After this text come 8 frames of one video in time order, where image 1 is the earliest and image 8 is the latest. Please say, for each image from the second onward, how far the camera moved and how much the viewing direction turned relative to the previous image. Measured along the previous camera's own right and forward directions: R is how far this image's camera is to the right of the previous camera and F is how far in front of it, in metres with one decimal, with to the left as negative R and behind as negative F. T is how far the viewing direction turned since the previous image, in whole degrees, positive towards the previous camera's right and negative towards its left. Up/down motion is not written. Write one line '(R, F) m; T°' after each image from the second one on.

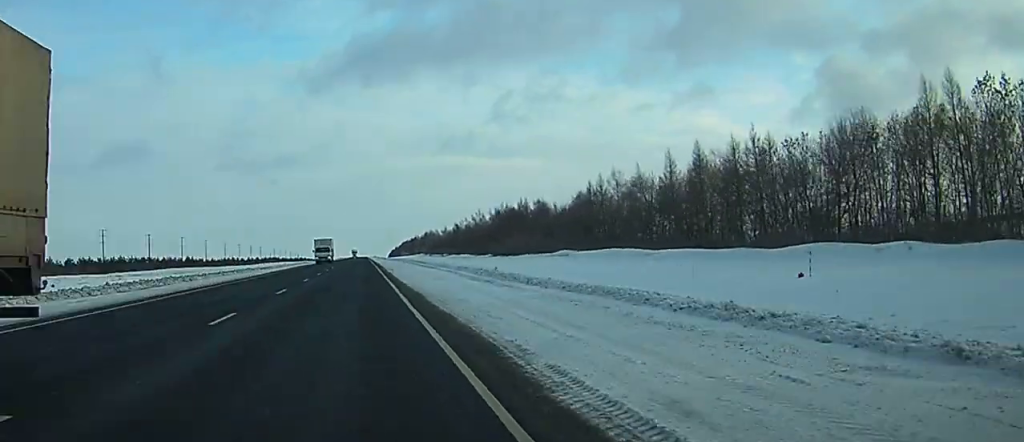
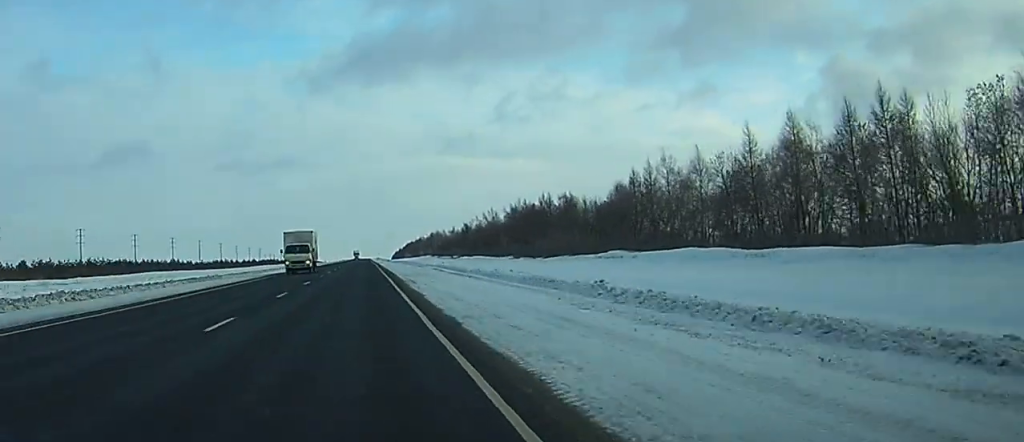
(0.0, +25.2) m; 0°
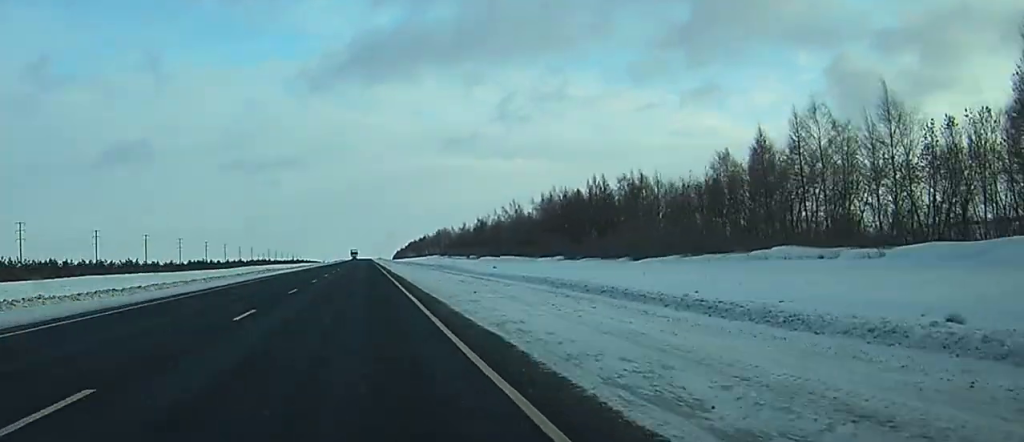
(0.0, +46.0) m; 0°
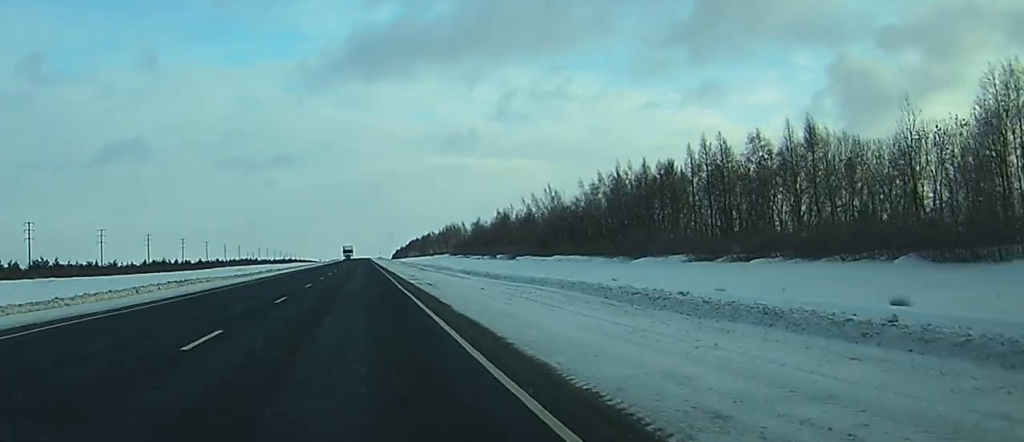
(+0.1, +53.6) m; 0°
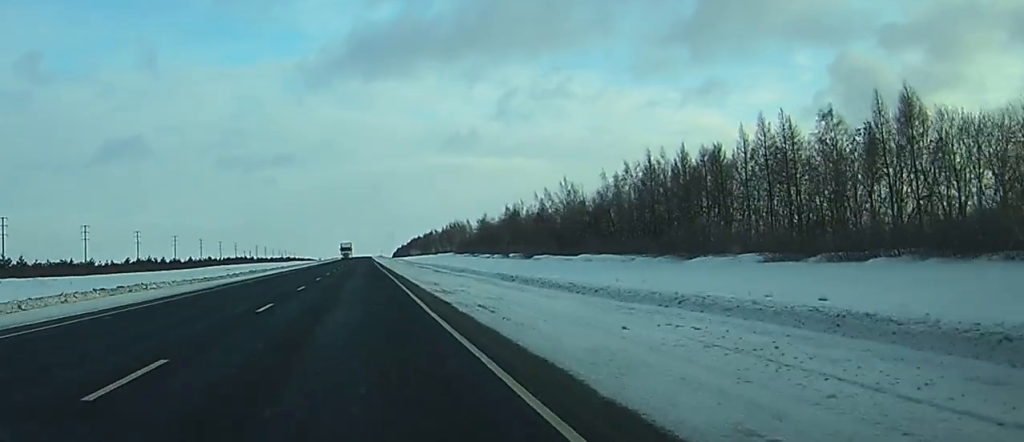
(-0.1, +16.4) m; 0°
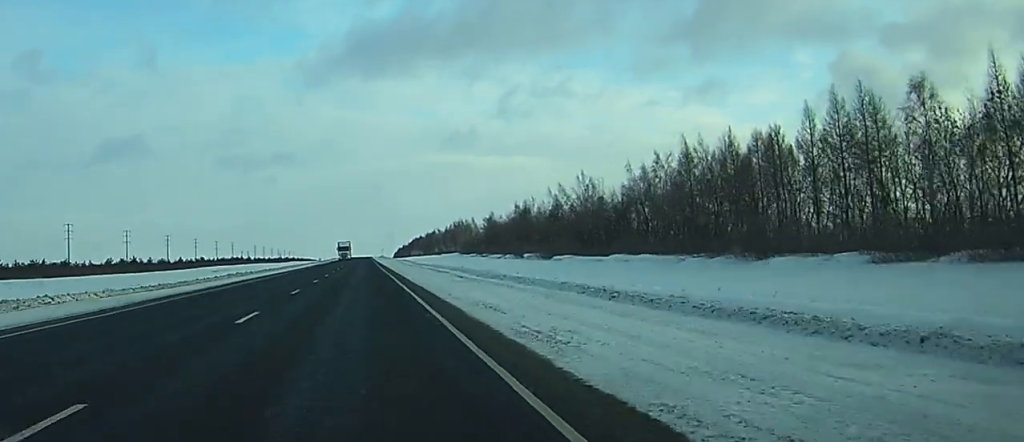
(0.0, +15.3) m; 0°
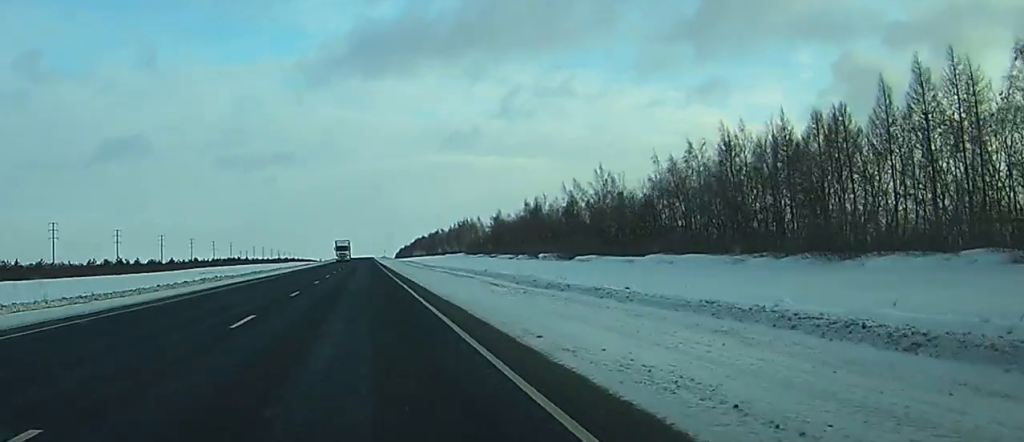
(+0.1, +13.1) m; 0°
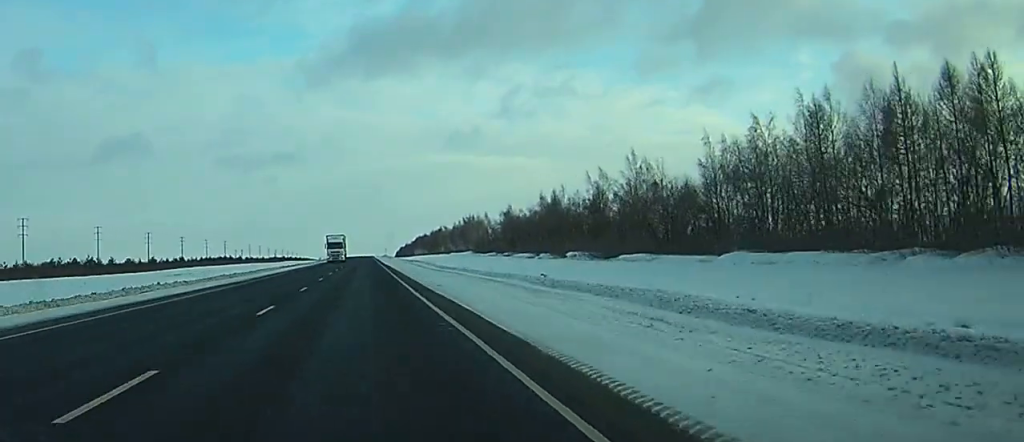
(0.0, +20.8) m; 0°
